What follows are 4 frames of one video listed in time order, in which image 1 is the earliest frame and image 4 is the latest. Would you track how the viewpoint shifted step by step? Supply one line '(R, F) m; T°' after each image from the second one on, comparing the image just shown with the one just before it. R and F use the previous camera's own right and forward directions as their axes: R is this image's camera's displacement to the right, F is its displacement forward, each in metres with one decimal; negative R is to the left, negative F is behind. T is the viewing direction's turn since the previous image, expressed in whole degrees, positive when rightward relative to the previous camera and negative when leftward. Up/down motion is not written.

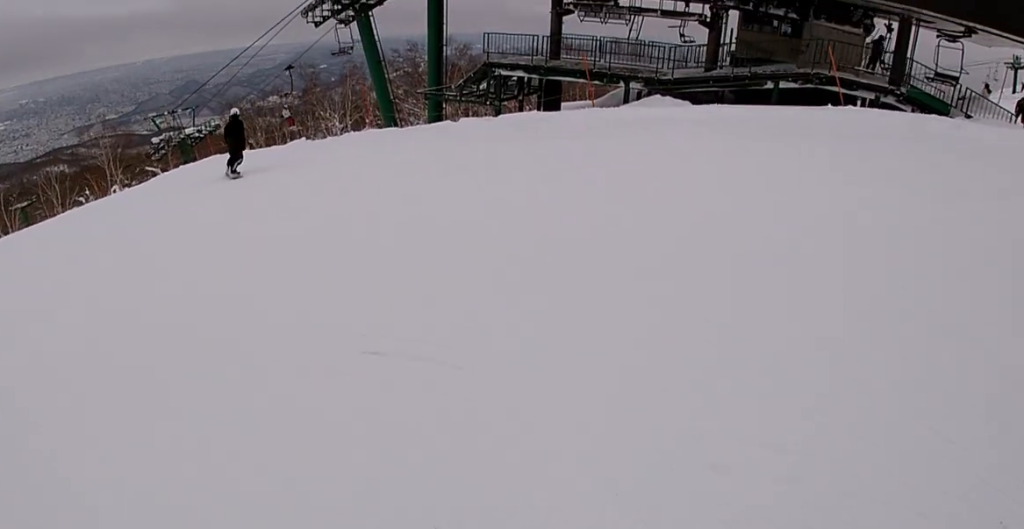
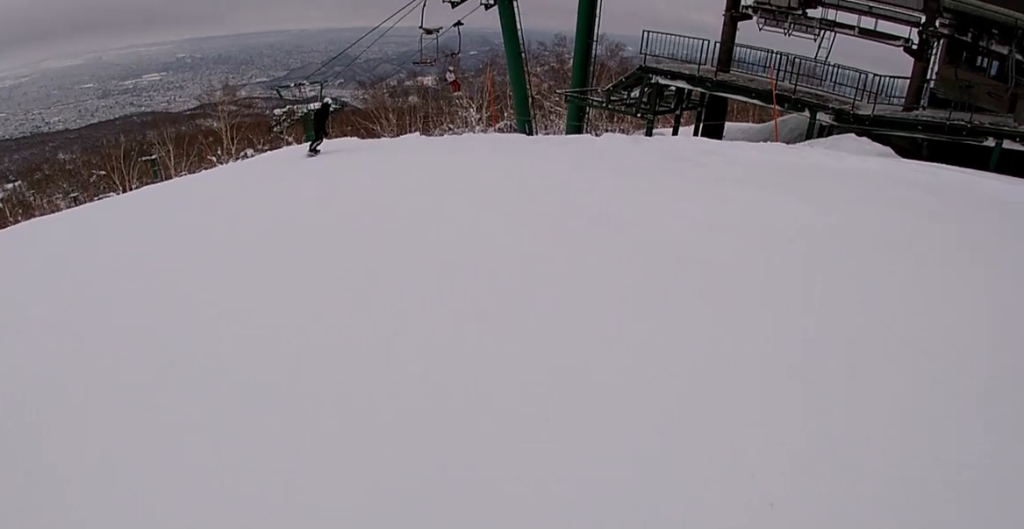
(+0.2, +3.3) m; -8°
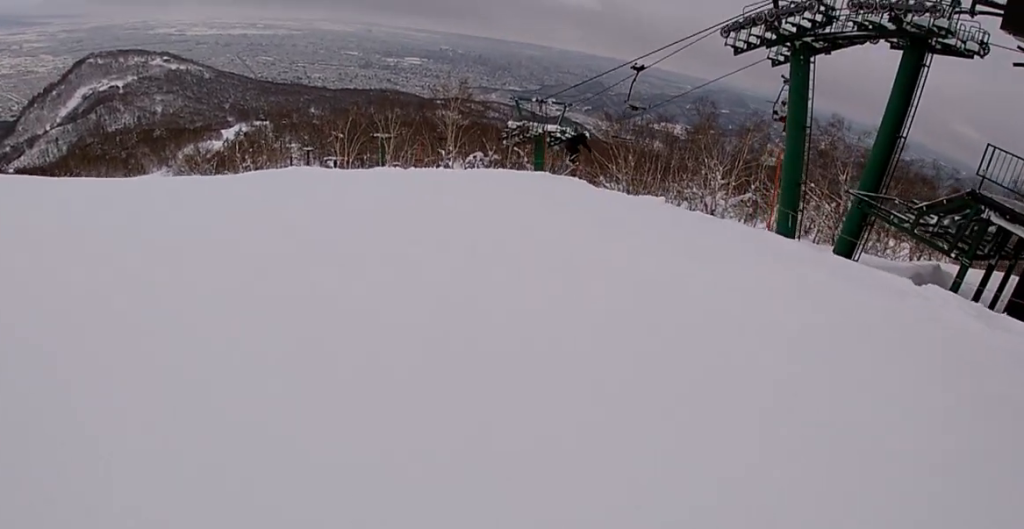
(-0.6, +3.8) m; -23°
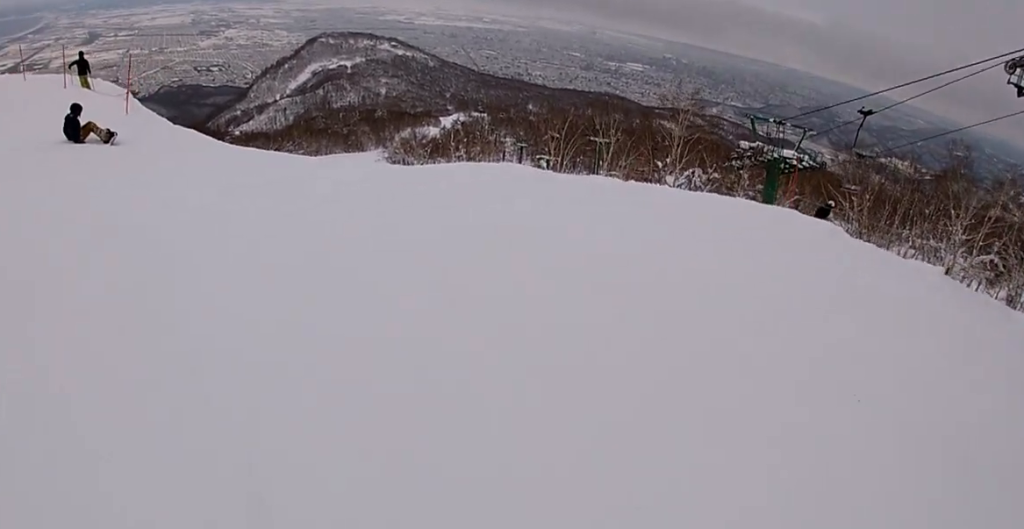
(-0.3, +2.0) m; -14°
